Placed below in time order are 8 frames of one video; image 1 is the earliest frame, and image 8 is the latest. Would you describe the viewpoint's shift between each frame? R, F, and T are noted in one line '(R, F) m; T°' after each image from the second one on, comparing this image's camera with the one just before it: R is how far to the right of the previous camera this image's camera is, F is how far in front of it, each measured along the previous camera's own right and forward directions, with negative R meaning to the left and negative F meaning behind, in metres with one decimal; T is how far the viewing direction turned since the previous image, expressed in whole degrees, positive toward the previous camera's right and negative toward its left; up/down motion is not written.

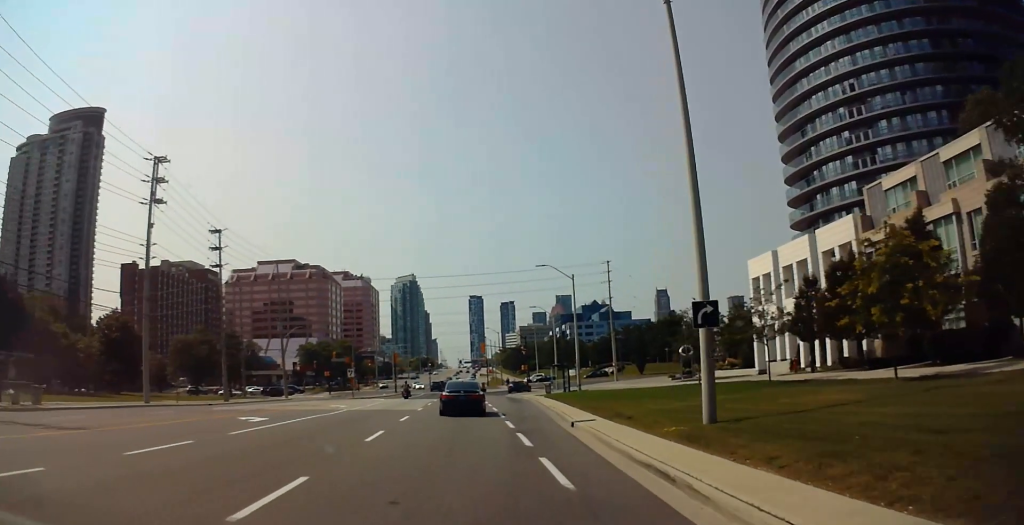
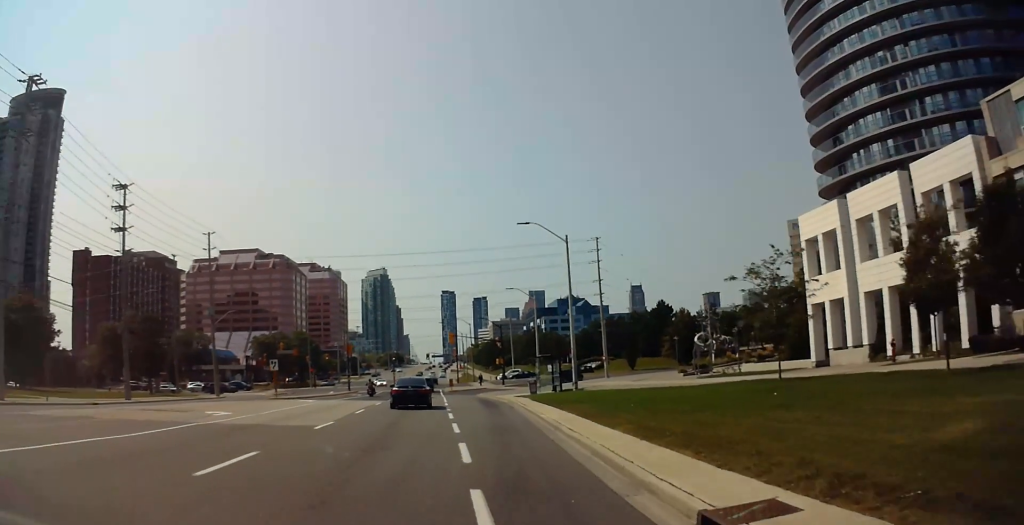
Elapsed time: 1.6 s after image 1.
(+0.5, +11.4) m; +3°
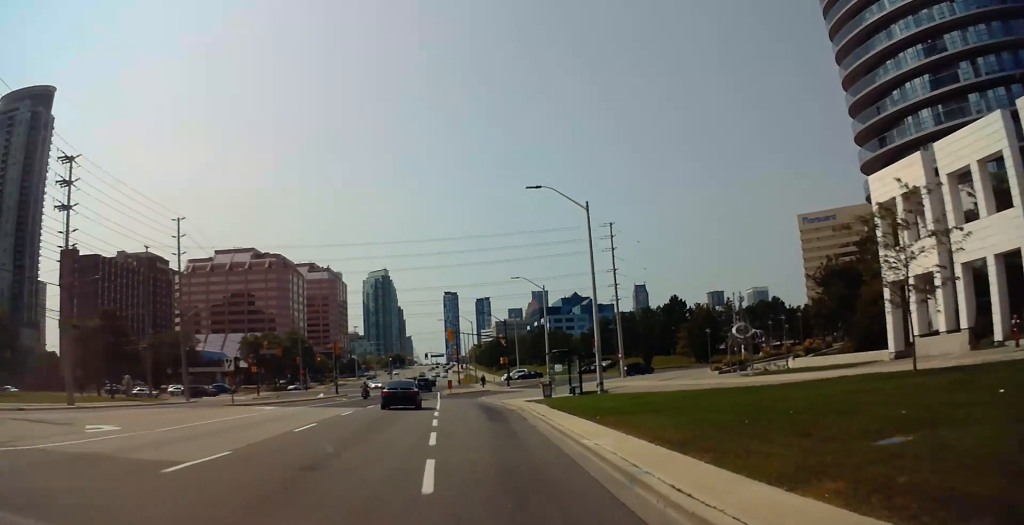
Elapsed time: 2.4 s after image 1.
(-0.3, +7.7) m; -2°
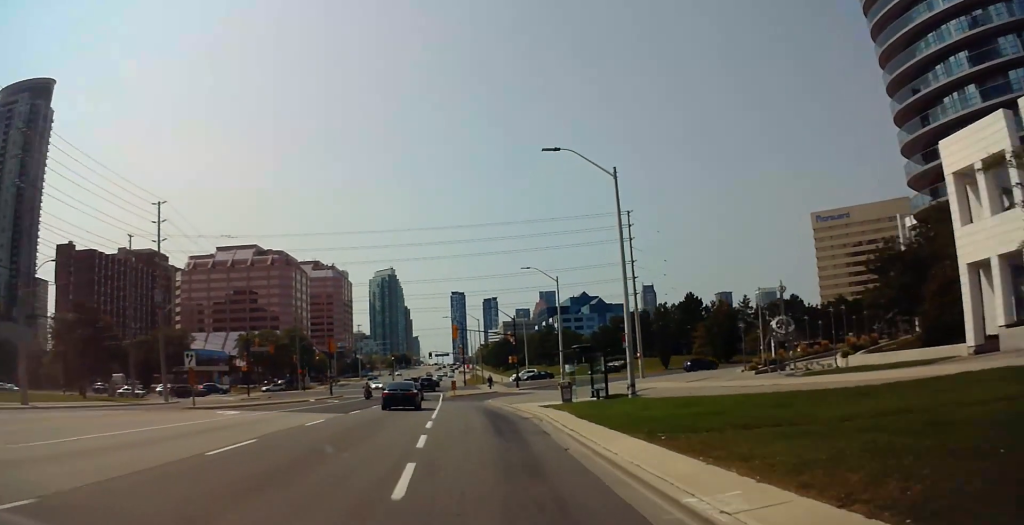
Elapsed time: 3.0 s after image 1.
(-0.1, +5.7) m; -1°
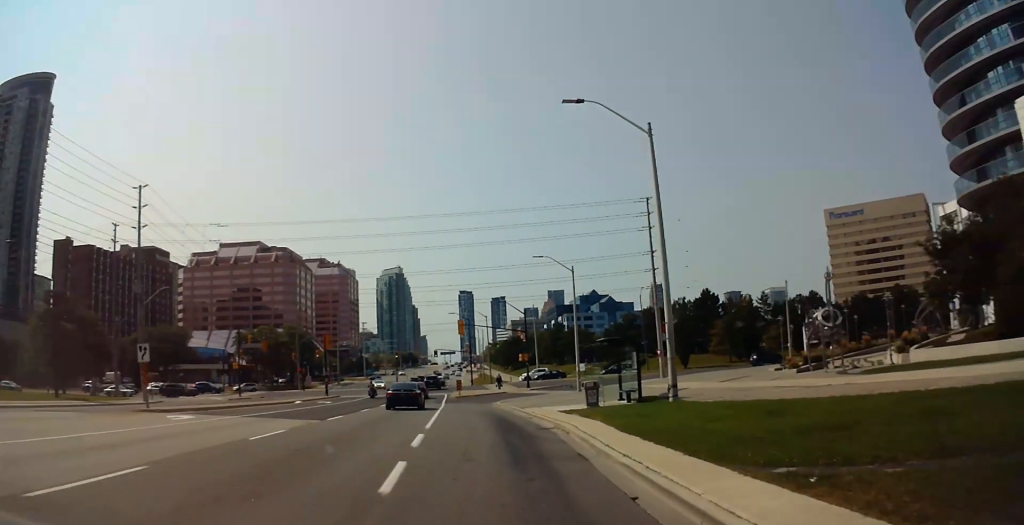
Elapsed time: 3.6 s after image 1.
(0.0, +5.2) m; 0°
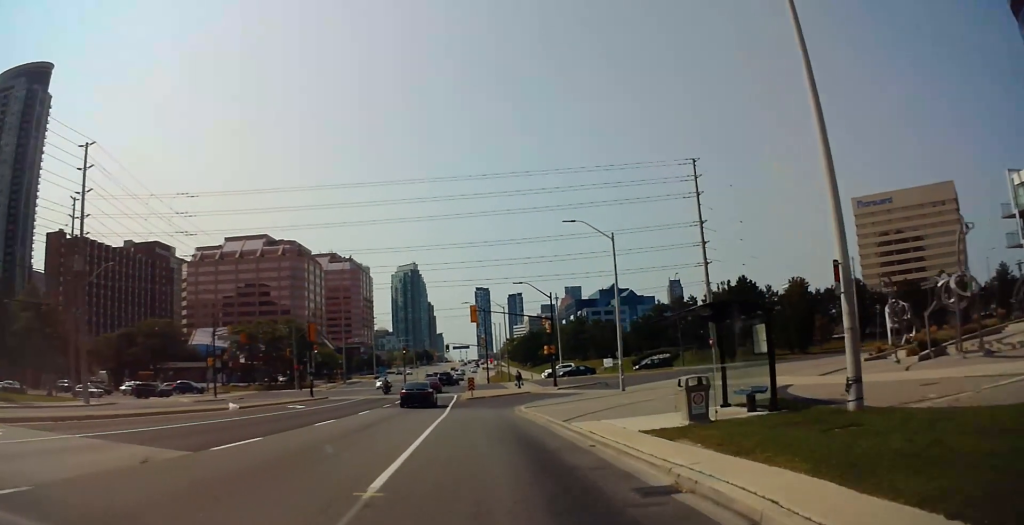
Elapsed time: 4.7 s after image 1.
(+0.1, +11.7) m; +1°
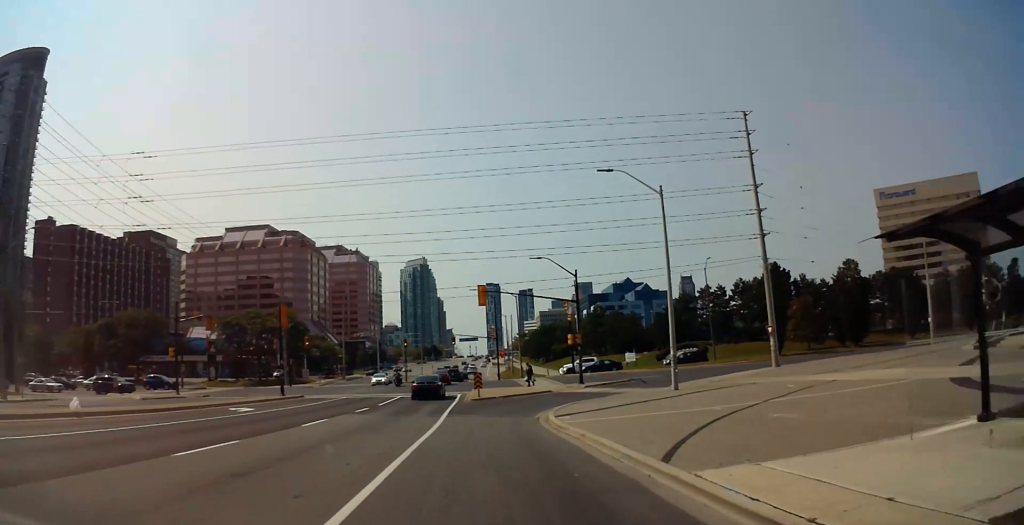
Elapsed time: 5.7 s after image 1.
(+0.1, +11.1) m; -2°
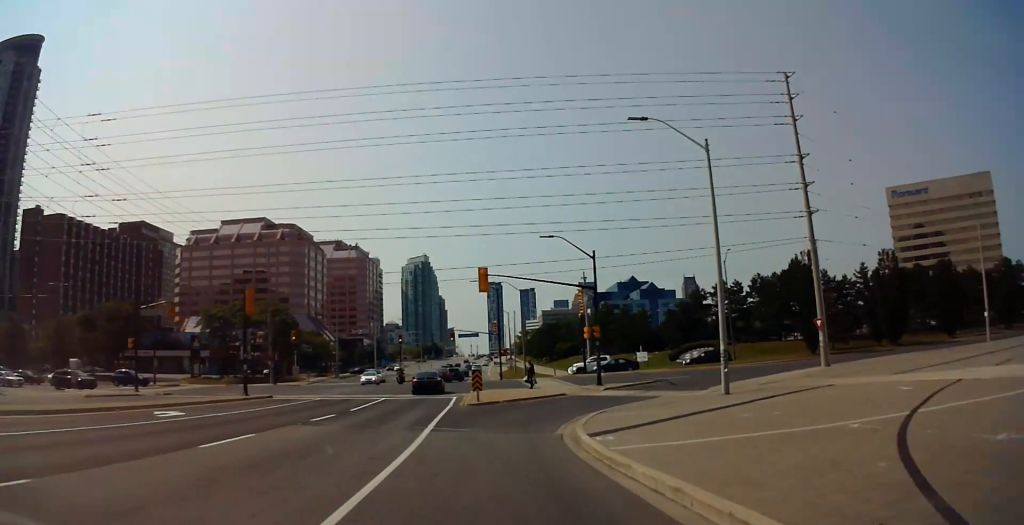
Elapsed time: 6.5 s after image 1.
(-0.5, +8.0) m; 0°
